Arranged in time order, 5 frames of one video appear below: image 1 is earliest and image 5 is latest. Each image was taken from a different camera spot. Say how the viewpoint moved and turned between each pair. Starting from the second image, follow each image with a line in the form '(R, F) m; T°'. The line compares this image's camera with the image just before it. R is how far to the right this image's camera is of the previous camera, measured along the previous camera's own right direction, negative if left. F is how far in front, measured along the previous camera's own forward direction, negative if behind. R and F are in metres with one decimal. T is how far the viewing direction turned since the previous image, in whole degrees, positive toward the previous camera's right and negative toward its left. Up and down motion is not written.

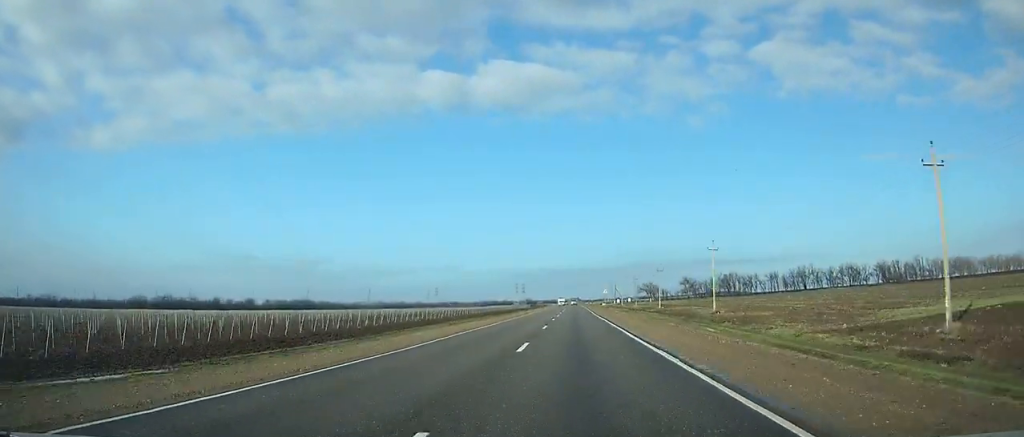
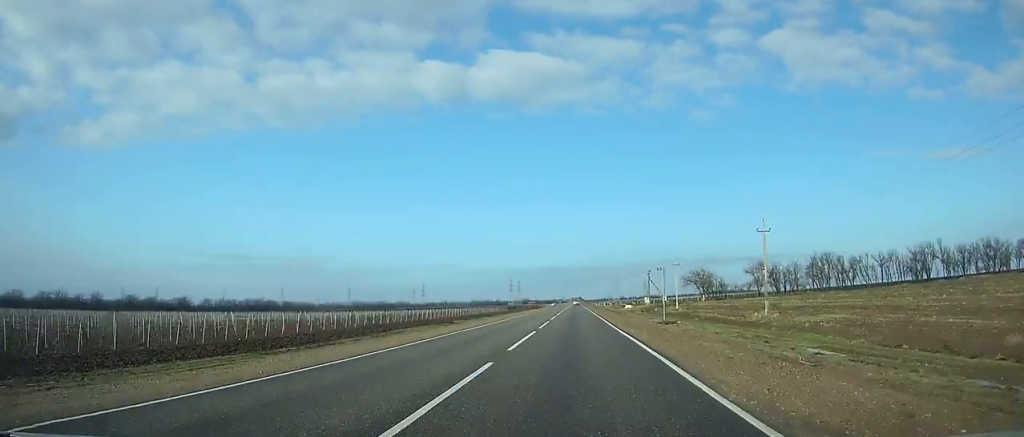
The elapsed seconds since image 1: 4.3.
(-0.5, +121.3) m; 0°
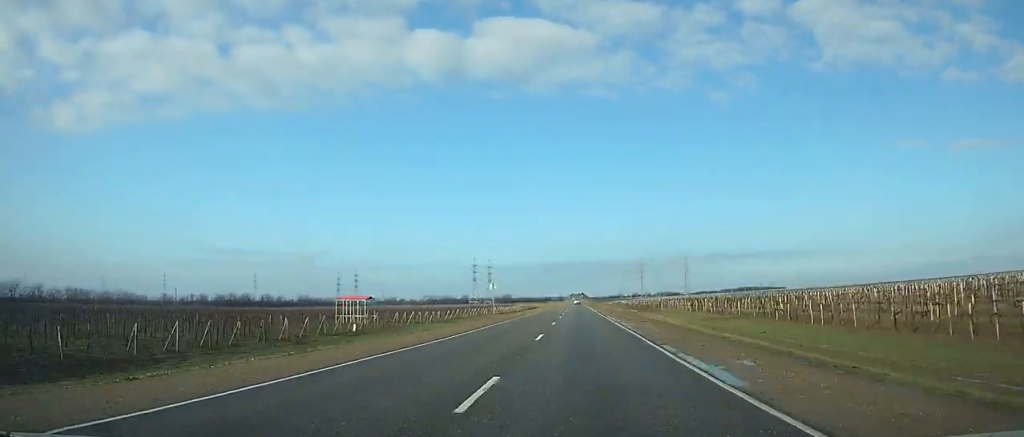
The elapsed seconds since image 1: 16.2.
(-0.4, +335.1) m; 0°
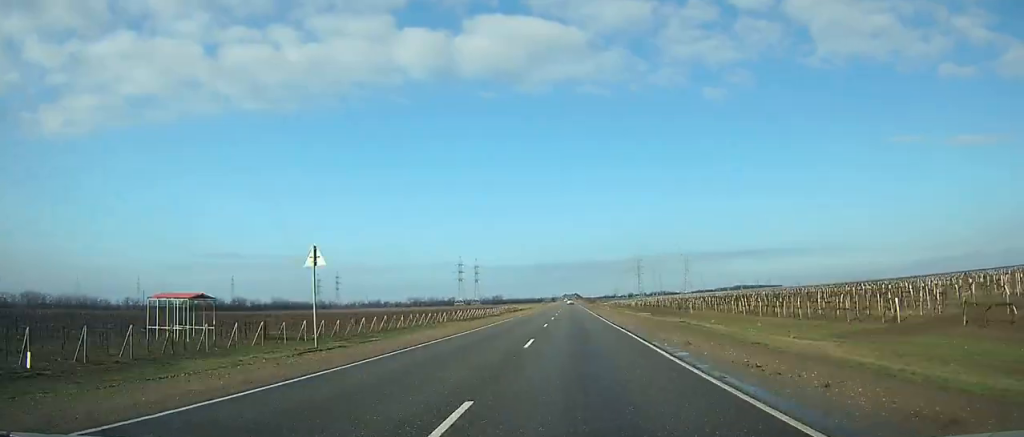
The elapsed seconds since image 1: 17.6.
(+0.1, +39.7) m; 0°
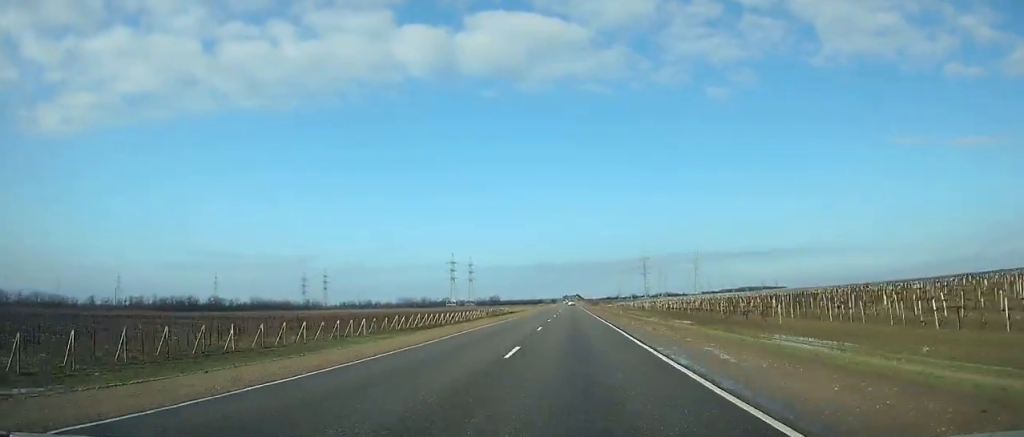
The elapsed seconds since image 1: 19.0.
(+0.1, +39.8) m; 0°
